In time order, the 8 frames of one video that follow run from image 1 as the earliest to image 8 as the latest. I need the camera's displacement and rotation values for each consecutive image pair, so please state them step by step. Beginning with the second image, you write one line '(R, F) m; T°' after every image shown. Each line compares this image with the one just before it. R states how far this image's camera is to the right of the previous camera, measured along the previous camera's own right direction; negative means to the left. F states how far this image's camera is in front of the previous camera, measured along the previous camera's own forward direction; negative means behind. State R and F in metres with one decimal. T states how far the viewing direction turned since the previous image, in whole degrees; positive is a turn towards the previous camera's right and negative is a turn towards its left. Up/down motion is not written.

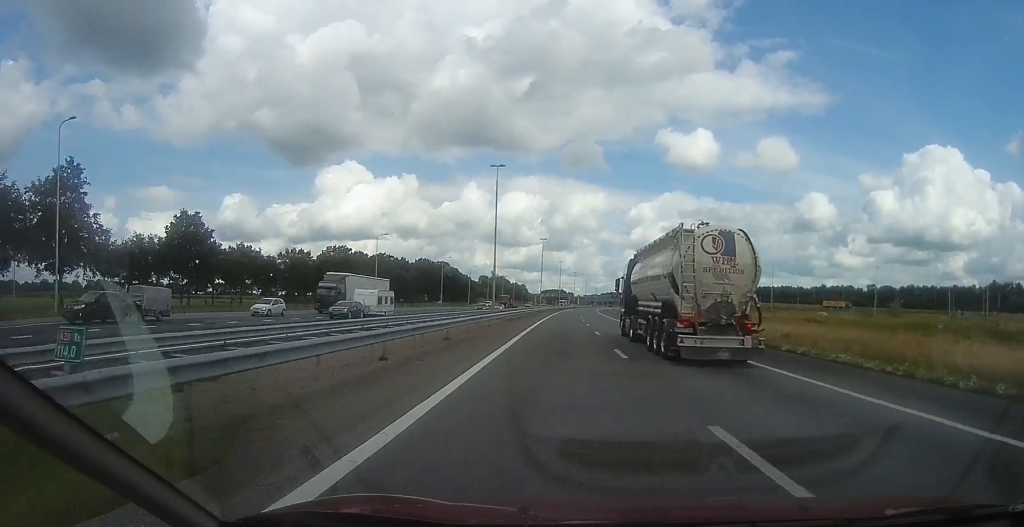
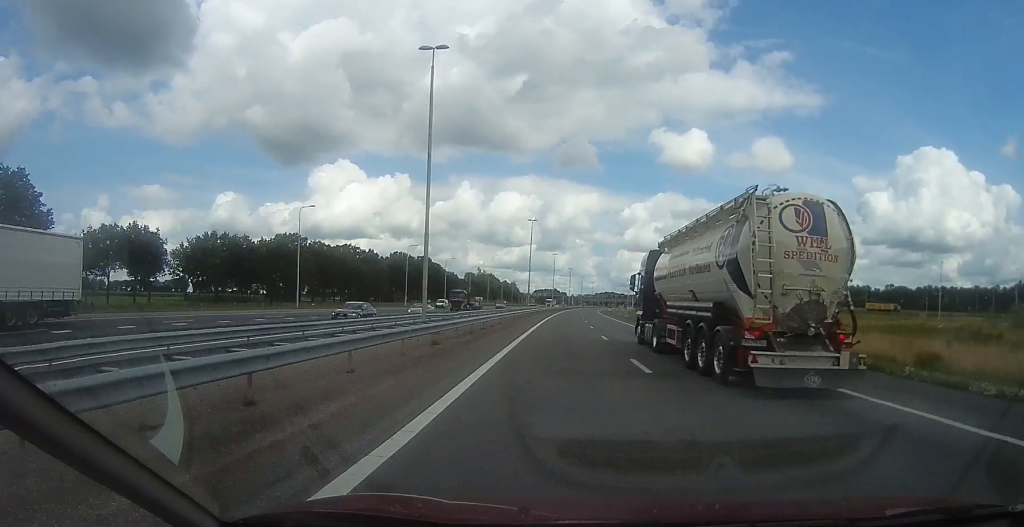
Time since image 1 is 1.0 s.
(-0.2, +26.8) m; +1°
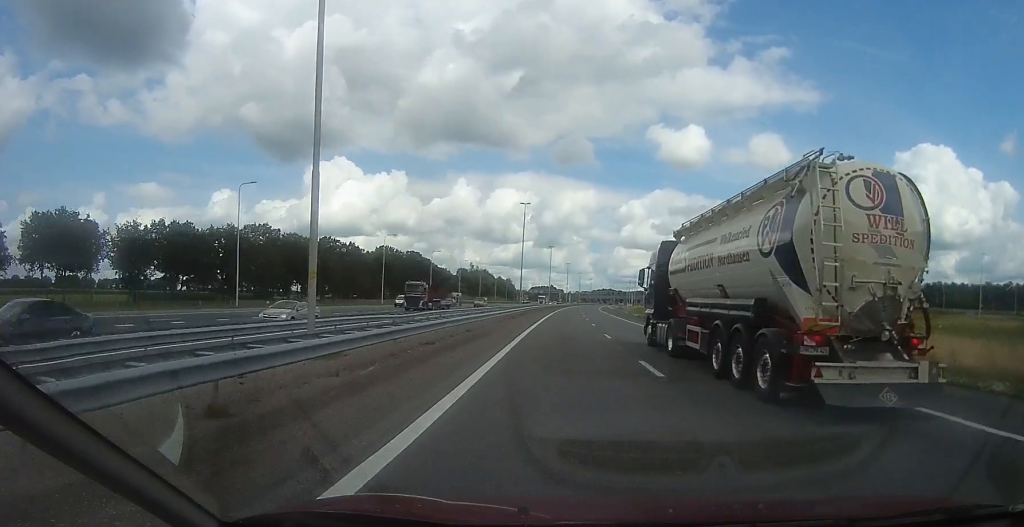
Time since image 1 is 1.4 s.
(+0.3, +12.9) m; +1°
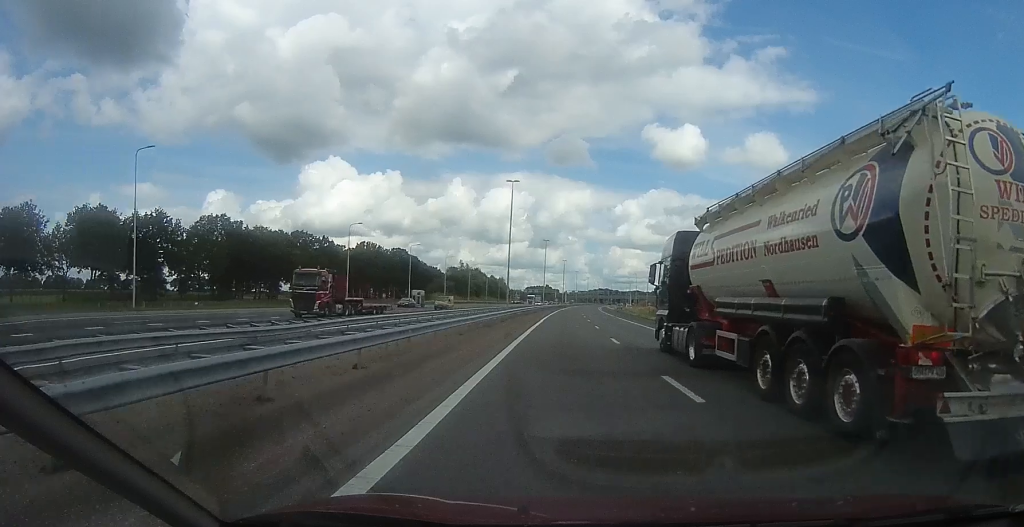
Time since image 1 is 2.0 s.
(+0.1, +14.7) m; +1°
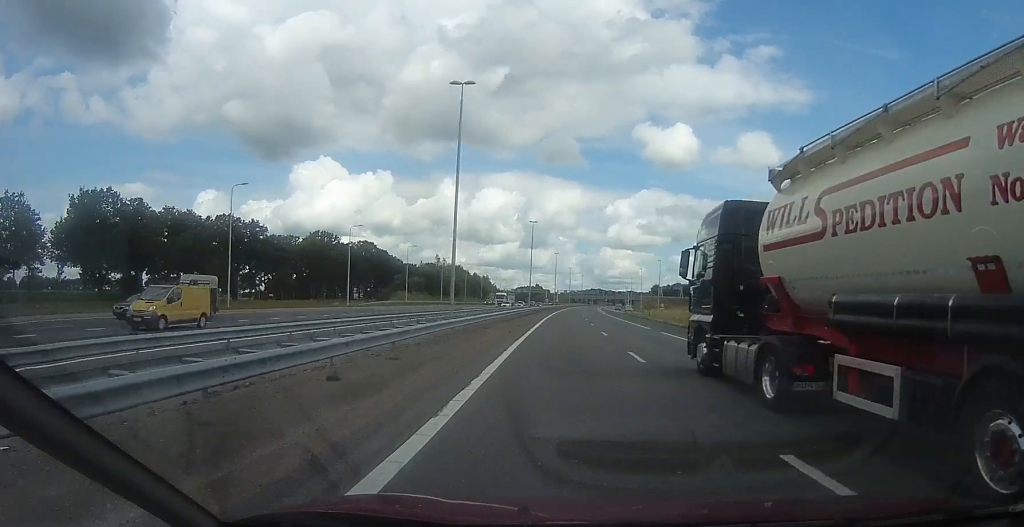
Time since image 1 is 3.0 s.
(+0.4, +29.1) m; +1°
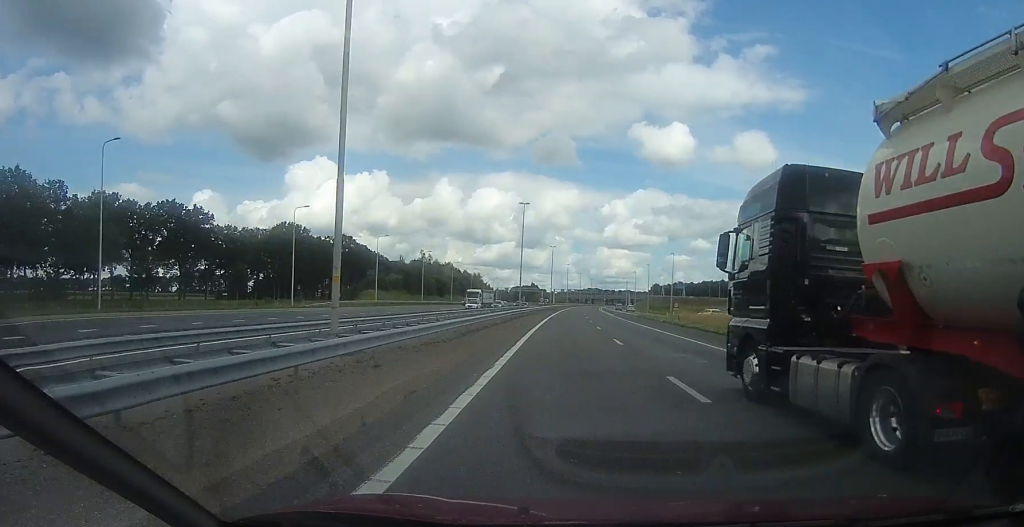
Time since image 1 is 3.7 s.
(+0.5, +17.2) m; 0°
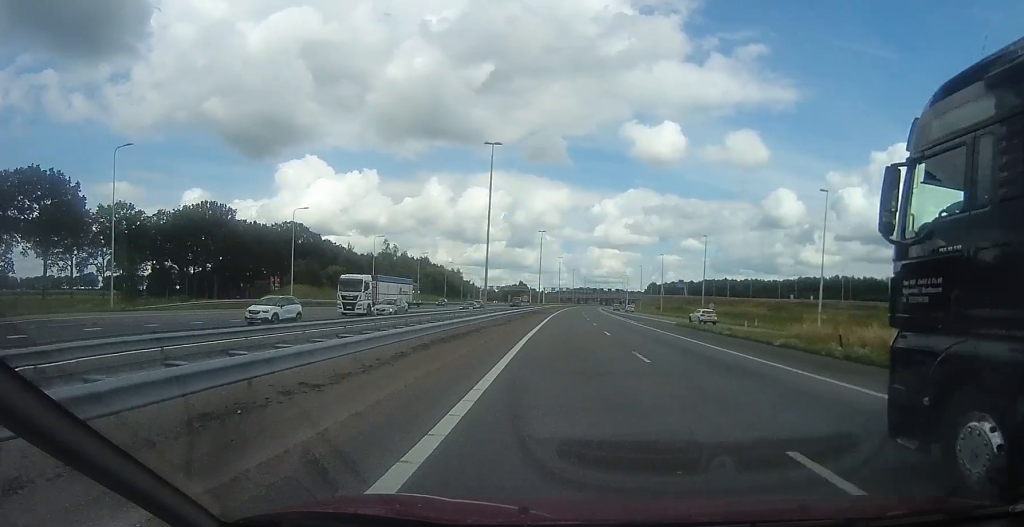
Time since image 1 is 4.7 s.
(-0.6, +29.2) m; 0°
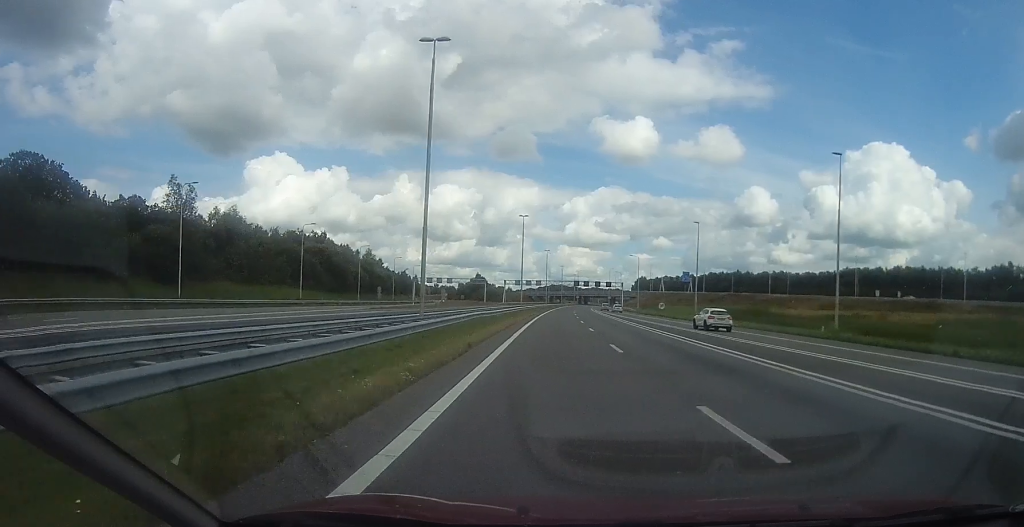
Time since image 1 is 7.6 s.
(+2.4, +80.1) m; +2°
